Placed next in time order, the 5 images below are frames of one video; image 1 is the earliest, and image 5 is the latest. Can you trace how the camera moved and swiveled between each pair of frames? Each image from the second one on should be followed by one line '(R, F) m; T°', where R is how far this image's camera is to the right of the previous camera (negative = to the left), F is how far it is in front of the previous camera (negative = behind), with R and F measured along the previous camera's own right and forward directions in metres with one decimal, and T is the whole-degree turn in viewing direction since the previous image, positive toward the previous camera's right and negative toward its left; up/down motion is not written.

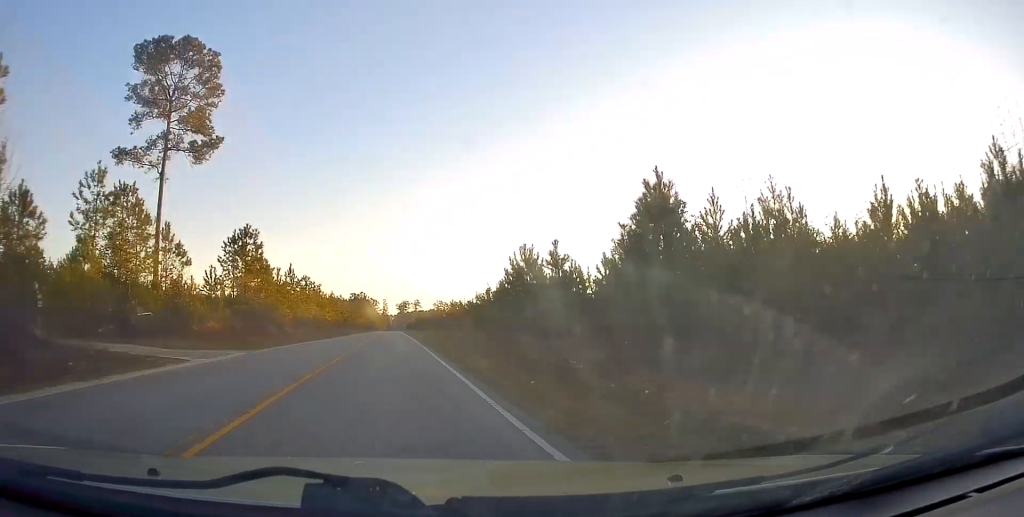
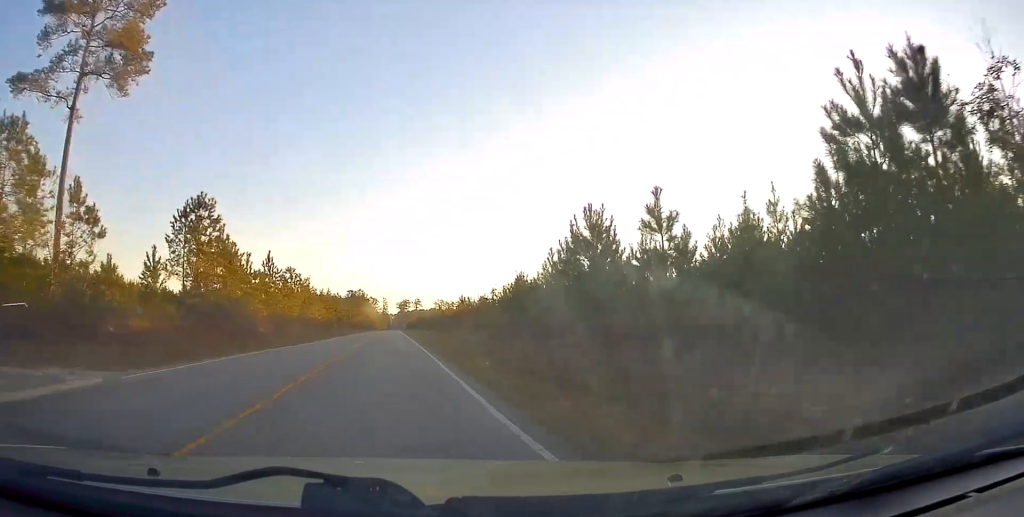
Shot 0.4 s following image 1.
(+0.1, +10.2) m; 0°
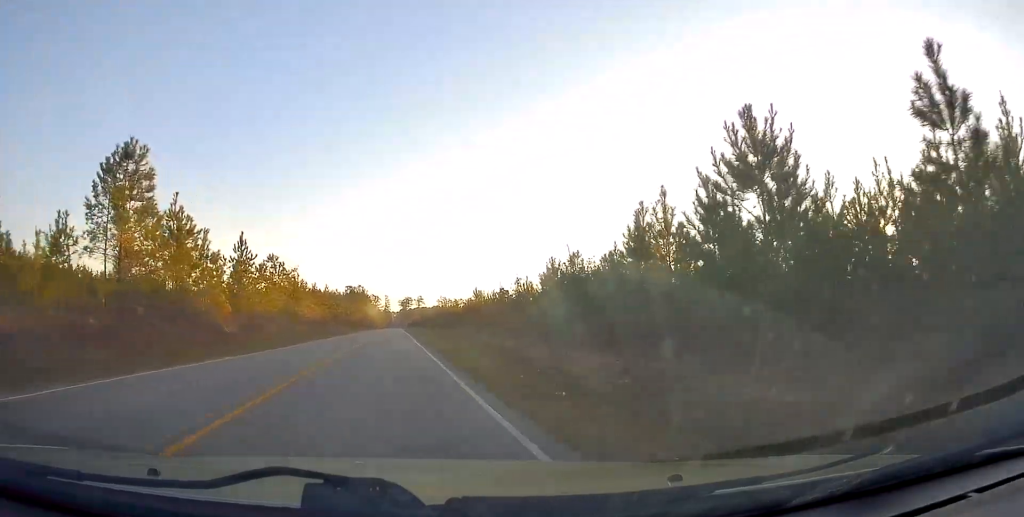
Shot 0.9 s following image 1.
(+0.2, +9.5) m; 0°
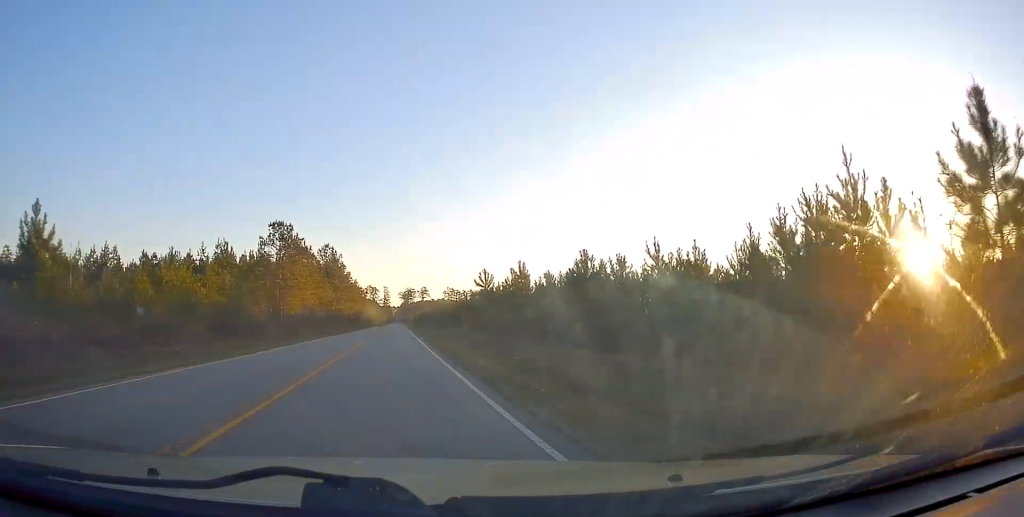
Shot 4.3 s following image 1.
(-1.7, +78.4) m; -2°
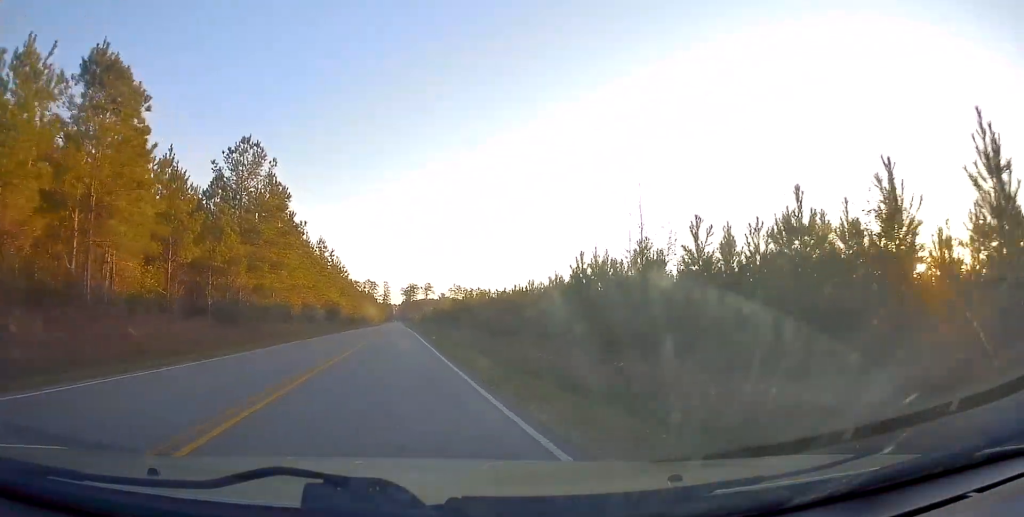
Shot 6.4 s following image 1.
(+0.1, +49.0) m; 0°
